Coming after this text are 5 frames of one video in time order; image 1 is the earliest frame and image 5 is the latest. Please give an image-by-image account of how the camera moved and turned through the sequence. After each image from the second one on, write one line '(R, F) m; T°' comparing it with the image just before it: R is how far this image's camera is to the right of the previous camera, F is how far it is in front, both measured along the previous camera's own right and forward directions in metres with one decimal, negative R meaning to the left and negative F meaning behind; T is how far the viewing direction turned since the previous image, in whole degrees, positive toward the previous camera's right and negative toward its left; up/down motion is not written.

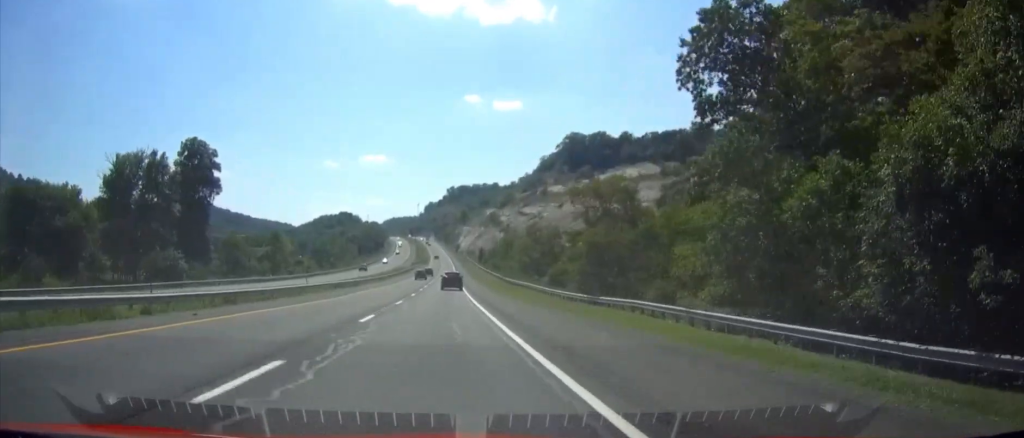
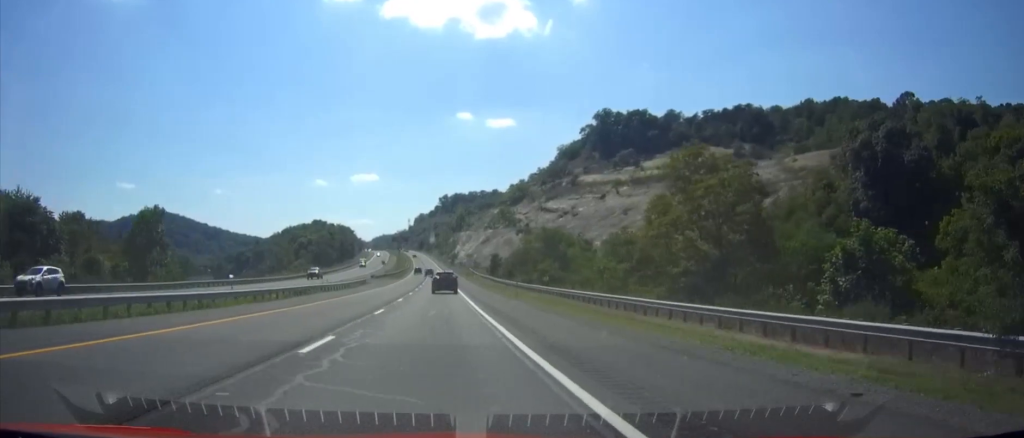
(+0.4, +109.7) m; 0°
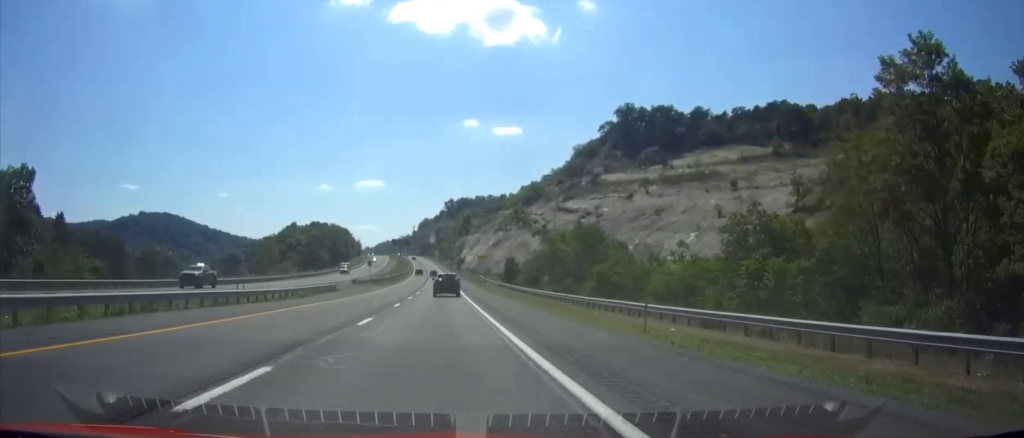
(0.0, +30.6) m; 0°
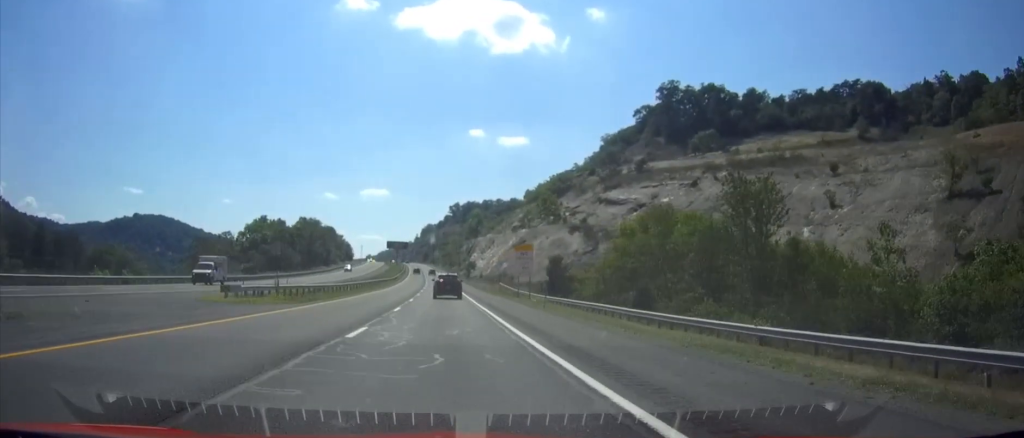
(-0.1, +55.5) m; -1°
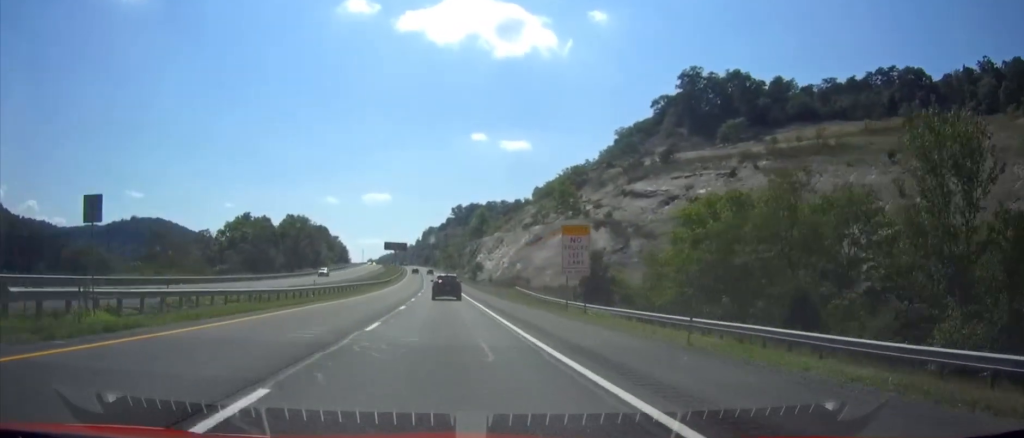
(-0.1, +22.8) m; 0°
